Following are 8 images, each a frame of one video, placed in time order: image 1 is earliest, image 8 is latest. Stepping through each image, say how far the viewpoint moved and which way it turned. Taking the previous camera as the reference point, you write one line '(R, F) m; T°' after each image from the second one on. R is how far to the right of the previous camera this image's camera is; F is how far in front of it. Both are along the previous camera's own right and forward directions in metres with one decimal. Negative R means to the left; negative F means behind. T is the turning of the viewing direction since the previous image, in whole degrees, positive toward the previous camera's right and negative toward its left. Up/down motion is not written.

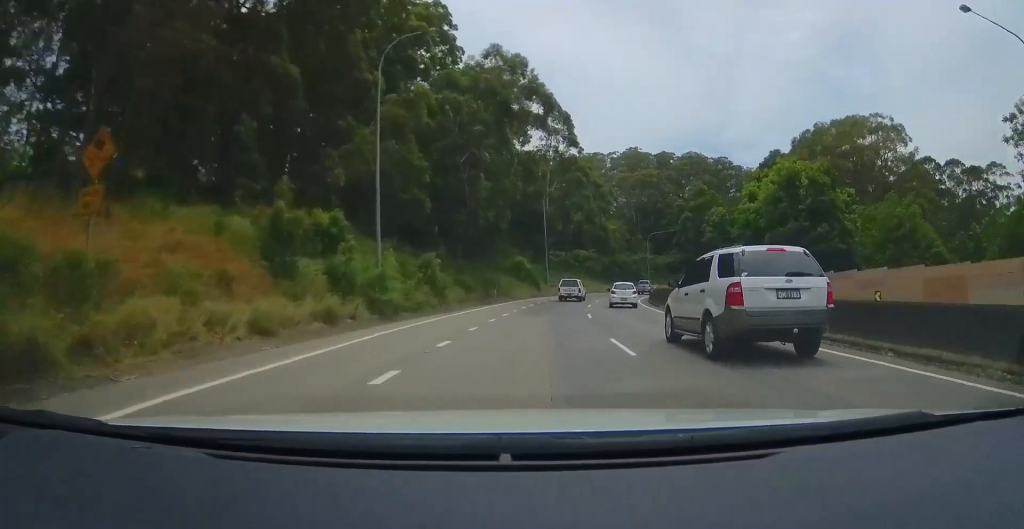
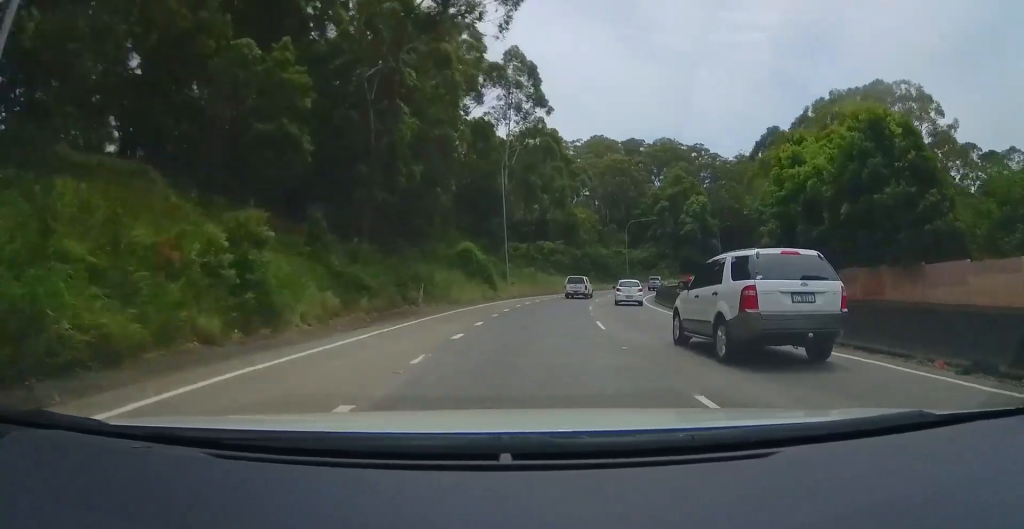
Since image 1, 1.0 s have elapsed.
(+0.3, +17.9) m; +3°
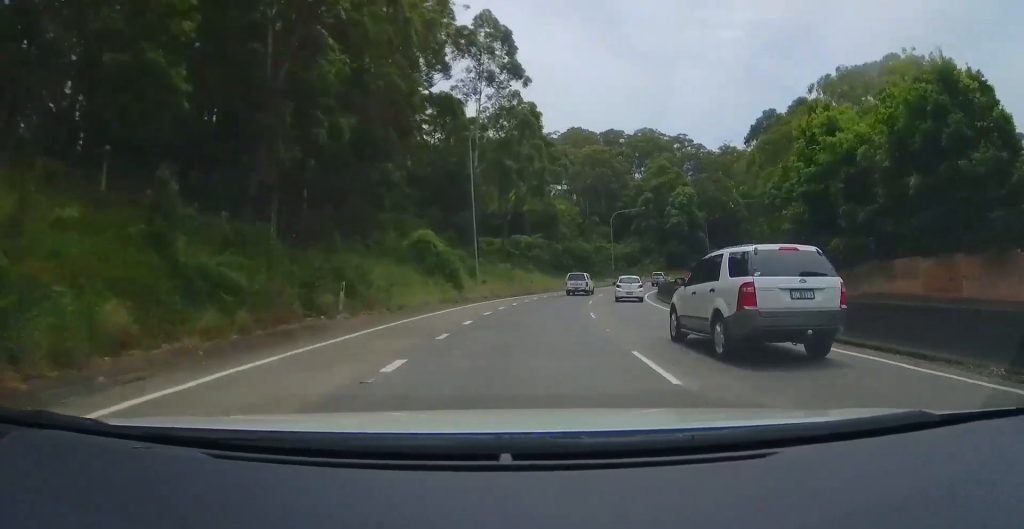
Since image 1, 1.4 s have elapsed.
(+0.2, +9.0) m; +3°
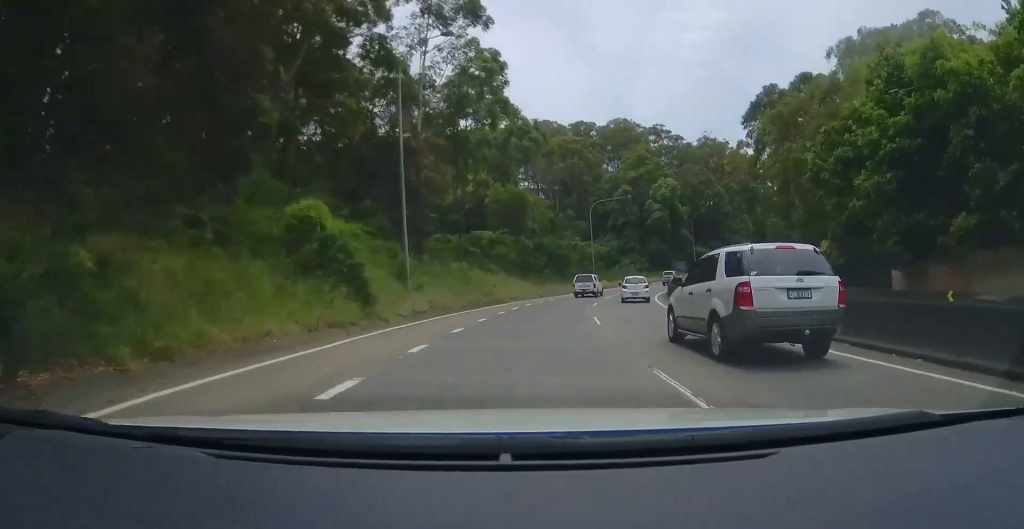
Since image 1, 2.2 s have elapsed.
(+0.4, +13.5) m; +4°
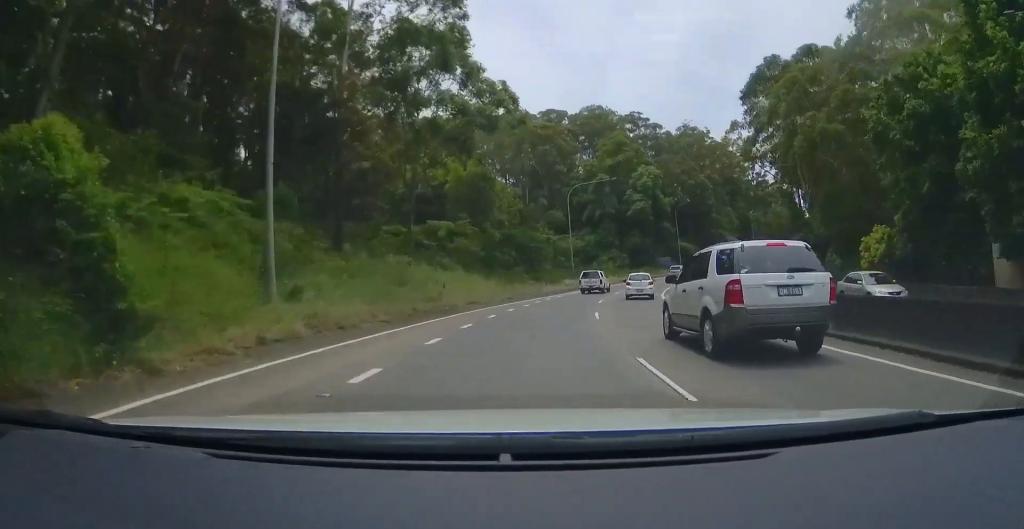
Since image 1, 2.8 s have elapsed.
(+0.4, +11.3) m; +3°
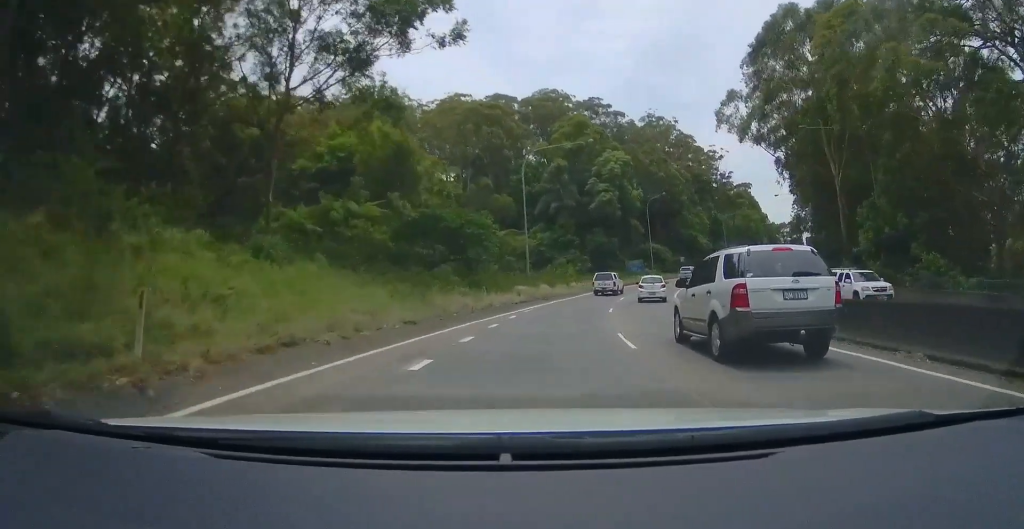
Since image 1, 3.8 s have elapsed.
(+0.4, +18.7) m; +6°
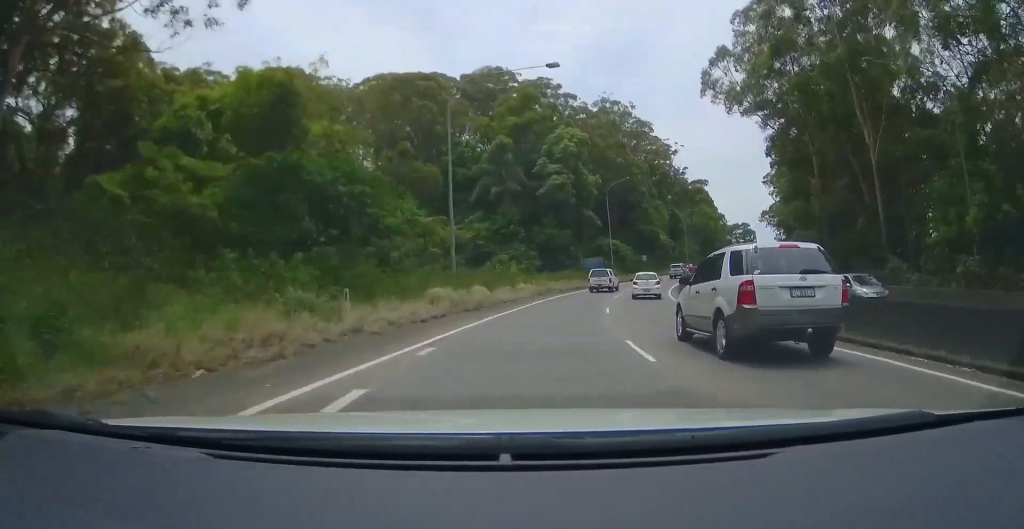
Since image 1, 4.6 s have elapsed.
(+1.3, +14.4) m; +6°
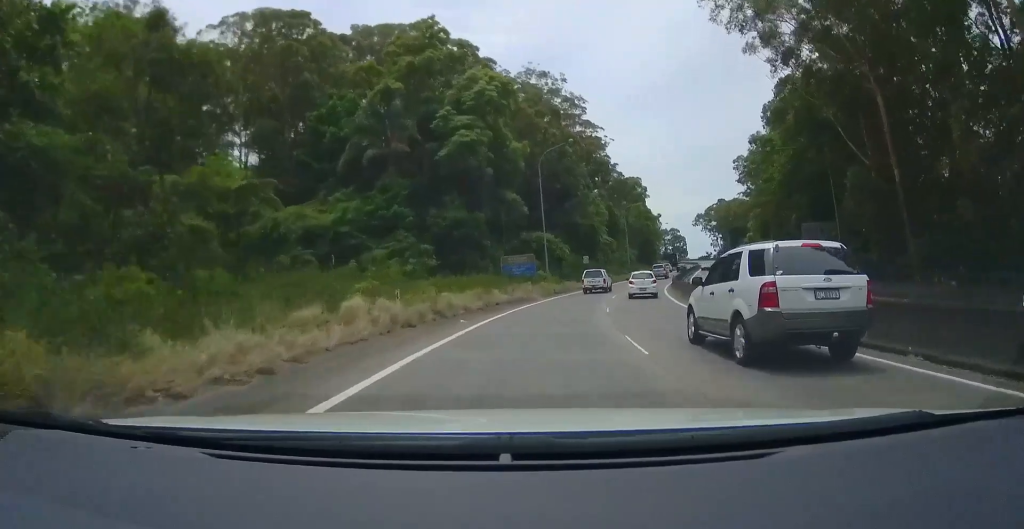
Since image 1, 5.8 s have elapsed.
(+1.4, +23.1) m; +11°
